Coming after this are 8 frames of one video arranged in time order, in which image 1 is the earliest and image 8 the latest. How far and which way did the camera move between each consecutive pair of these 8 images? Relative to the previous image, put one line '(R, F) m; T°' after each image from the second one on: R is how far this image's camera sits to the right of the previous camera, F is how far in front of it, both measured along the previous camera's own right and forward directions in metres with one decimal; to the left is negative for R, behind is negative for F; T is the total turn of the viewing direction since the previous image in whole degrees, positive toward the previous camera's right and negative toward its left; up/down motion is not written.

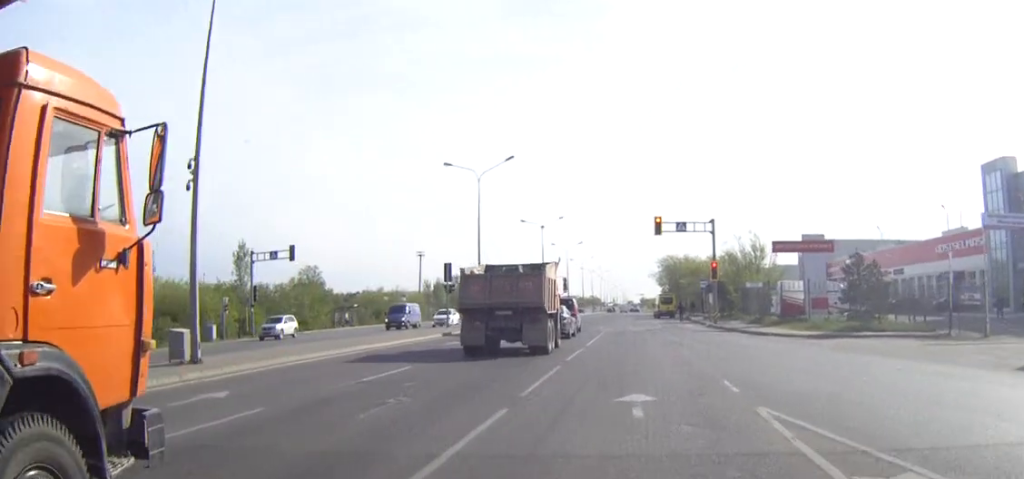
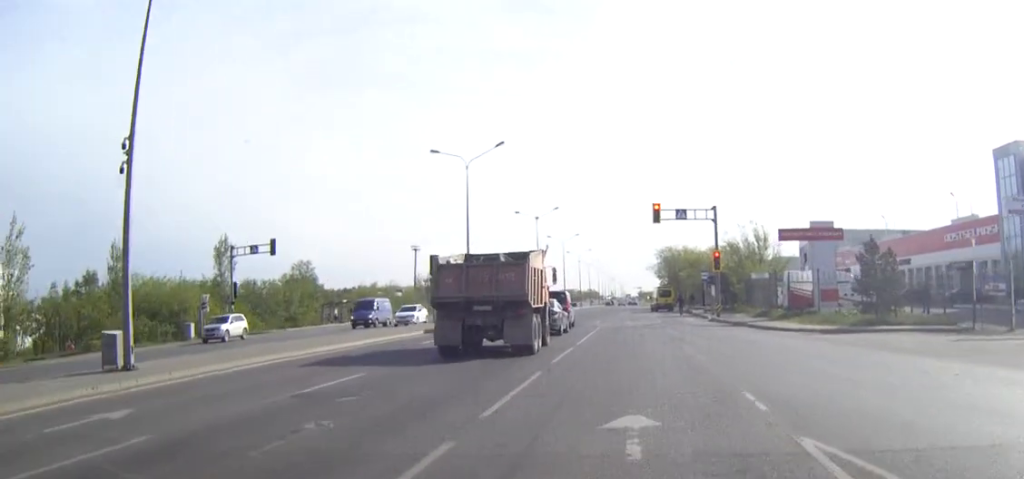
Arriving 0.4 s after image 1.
(-0.1, +3.3) m; 0°
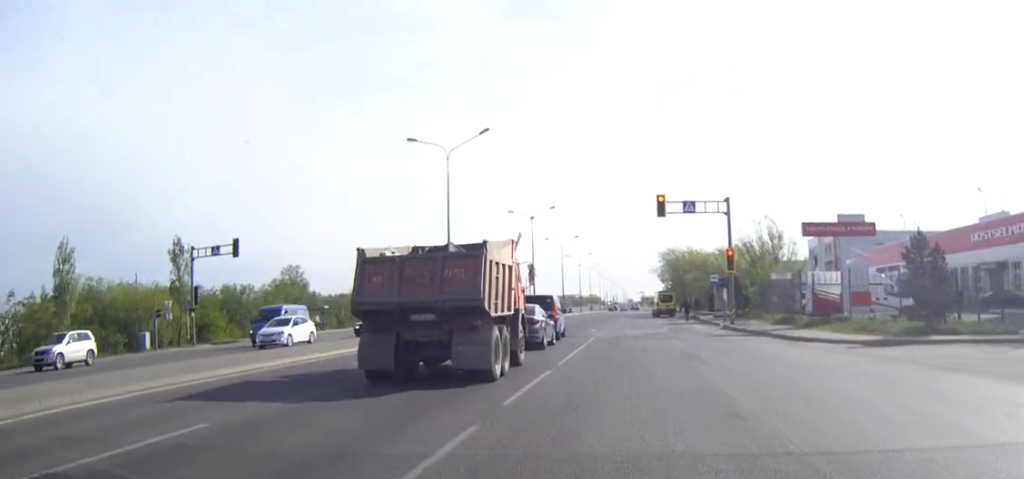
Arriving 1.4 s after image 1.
(0.0, +6.7) m; 0°
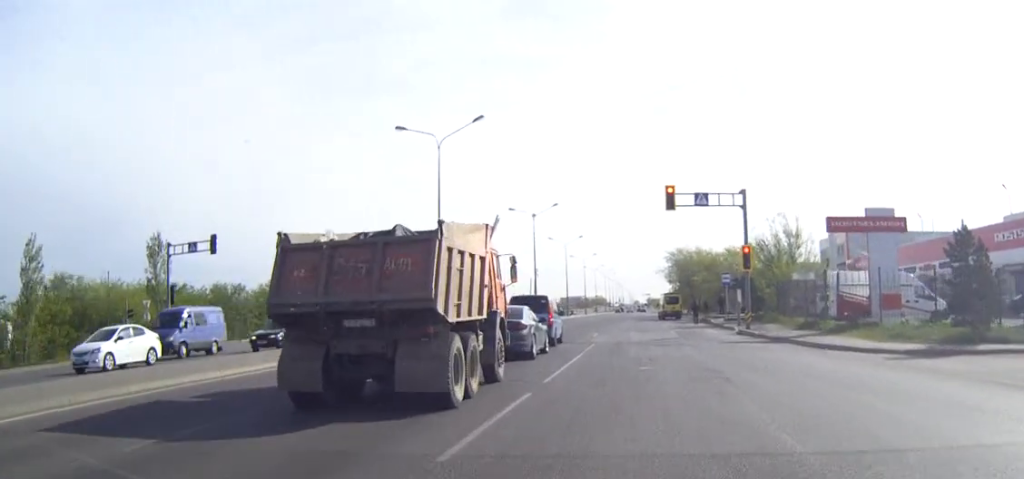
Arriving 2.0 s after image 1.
(0.0, +4.2) m; 0°
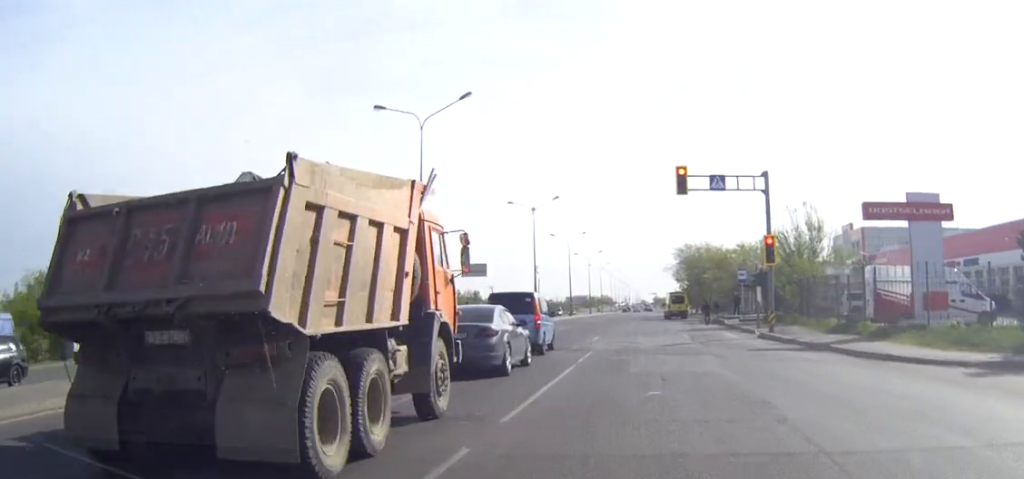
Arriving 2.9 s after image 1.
(0.0, +5.5) m; +1°
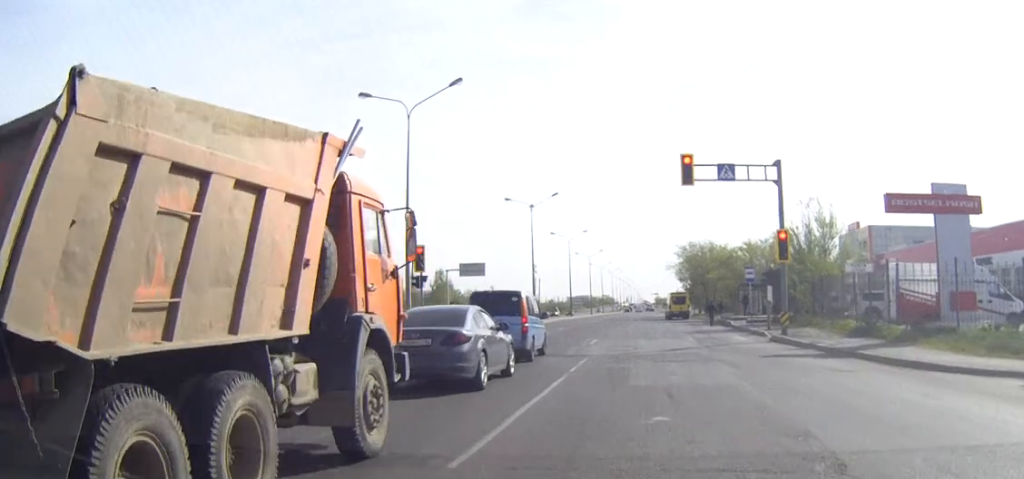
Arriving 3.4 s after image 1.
(-0.1, +3.0) m; +1°
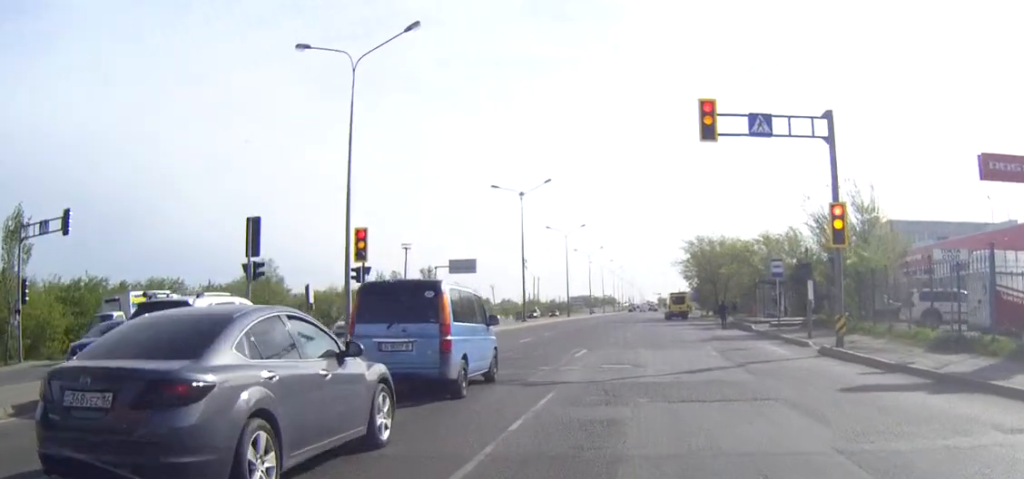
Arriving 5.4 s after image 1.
(+0.3, +8.6) m; +1°
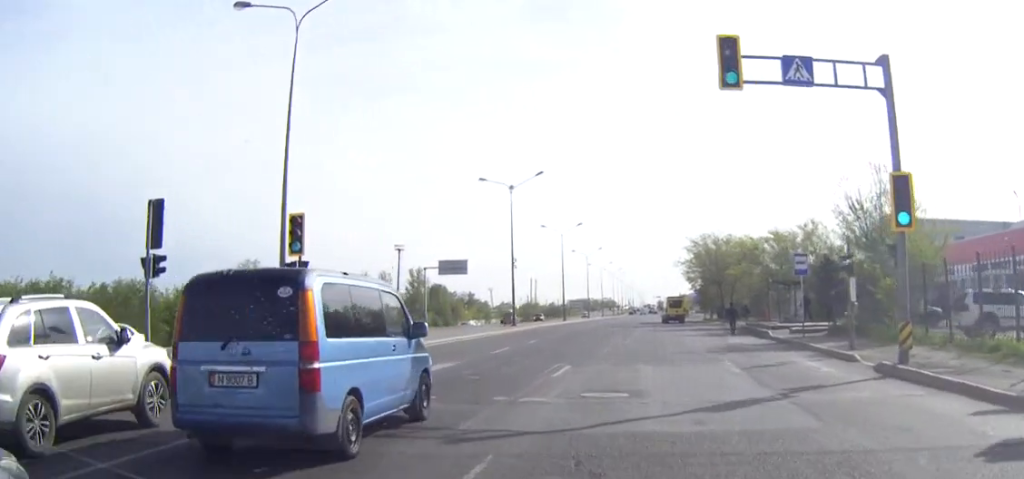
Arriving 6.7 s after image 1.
(-0.1, +6.0) m; -2°
